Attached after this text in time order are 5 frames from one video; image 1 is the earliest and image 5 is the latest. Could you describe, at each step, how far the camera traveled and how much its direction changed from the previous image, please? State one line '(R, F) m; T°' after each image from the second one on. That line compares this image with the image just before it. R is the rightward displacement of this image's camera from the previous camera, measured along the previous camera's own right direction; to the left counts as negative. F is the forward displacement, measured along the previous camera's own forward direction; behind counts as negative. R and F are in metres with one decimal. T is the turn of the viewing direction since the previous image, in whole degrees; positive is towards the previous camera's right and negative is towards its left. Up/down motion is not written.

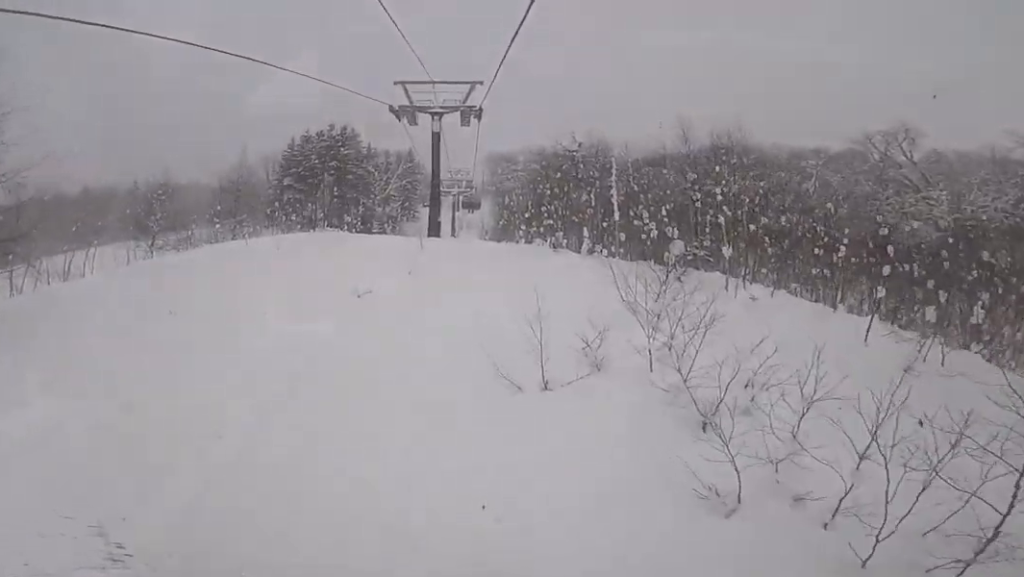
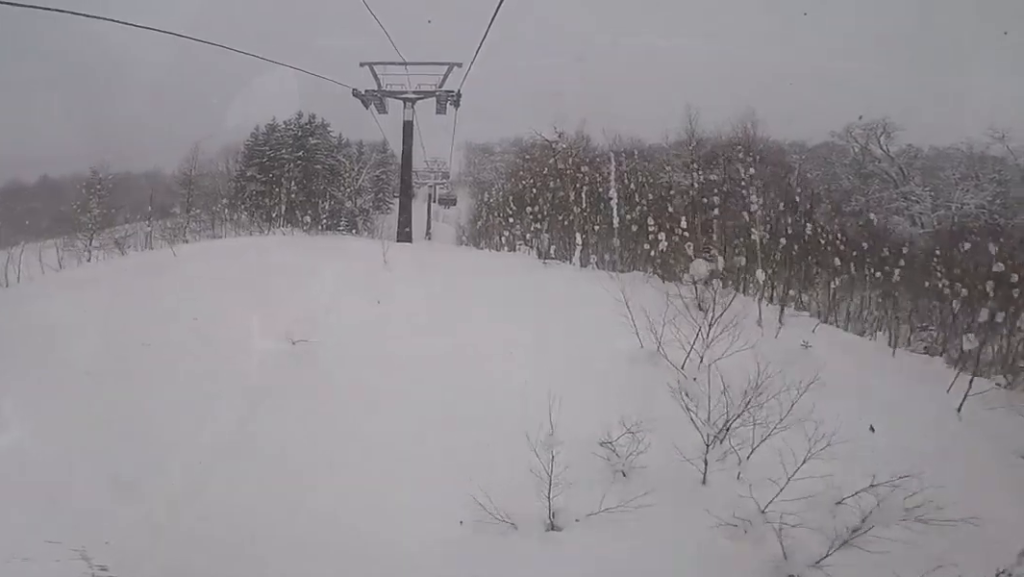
(+0.4, +3.6) m; -1°
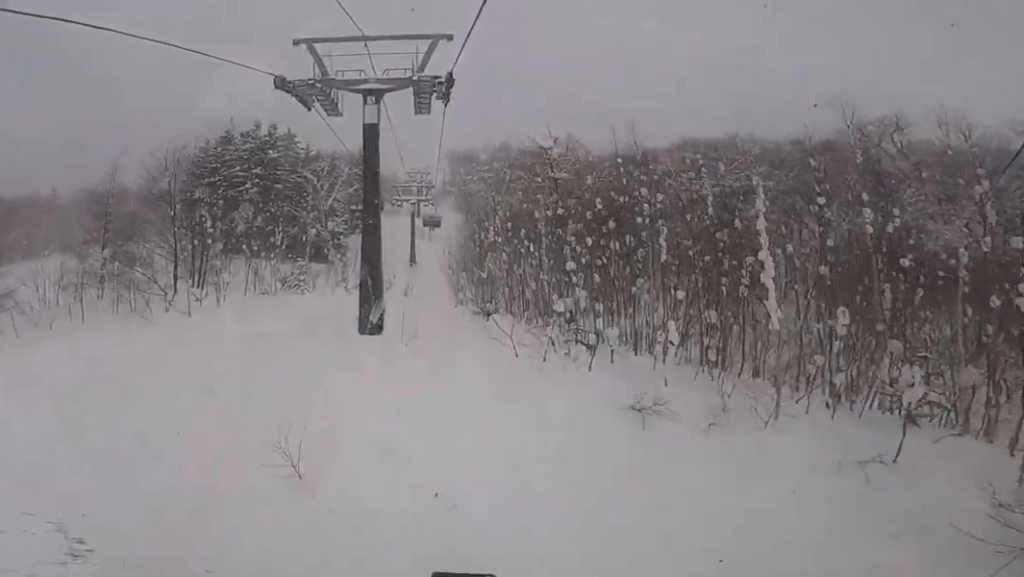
(-1.4, +8.6) m; -6°
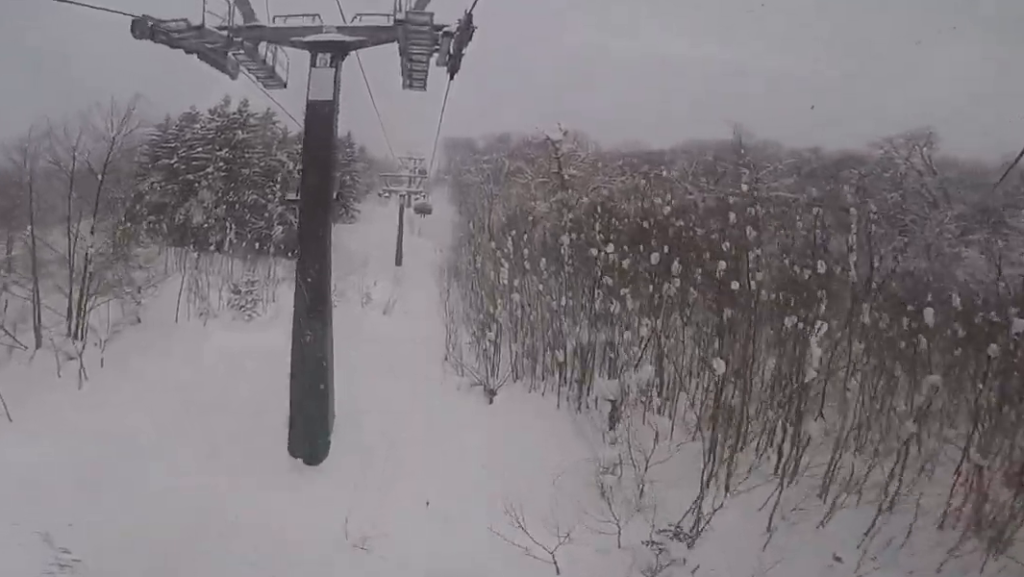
(+0.8, +6.1) m; +7°
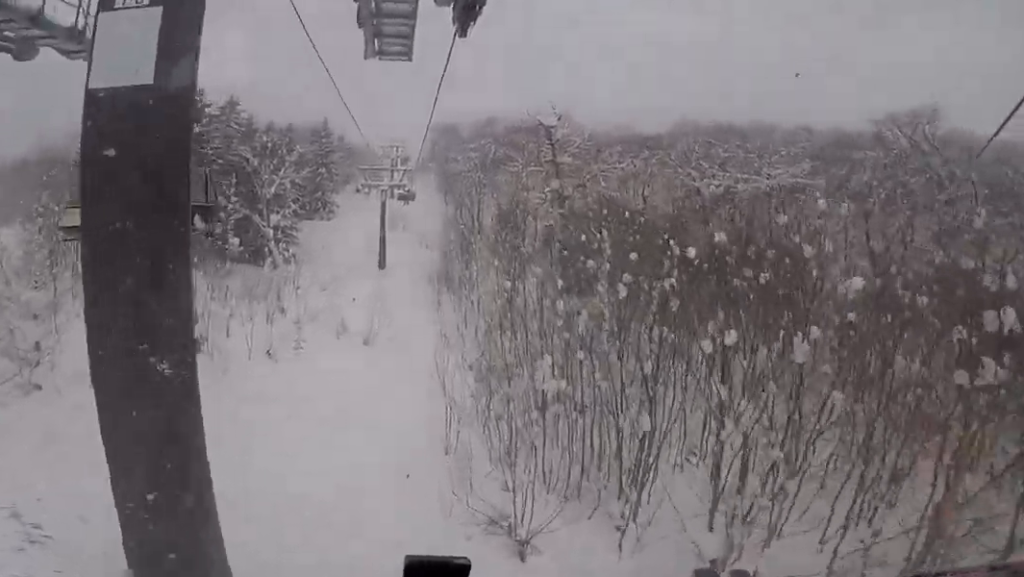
(-0.4, +5.6) m; -7°
